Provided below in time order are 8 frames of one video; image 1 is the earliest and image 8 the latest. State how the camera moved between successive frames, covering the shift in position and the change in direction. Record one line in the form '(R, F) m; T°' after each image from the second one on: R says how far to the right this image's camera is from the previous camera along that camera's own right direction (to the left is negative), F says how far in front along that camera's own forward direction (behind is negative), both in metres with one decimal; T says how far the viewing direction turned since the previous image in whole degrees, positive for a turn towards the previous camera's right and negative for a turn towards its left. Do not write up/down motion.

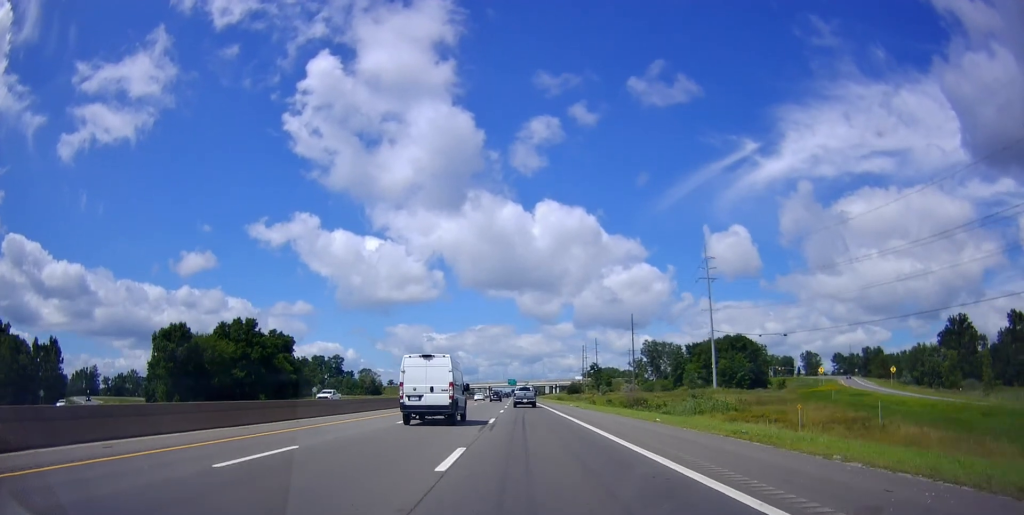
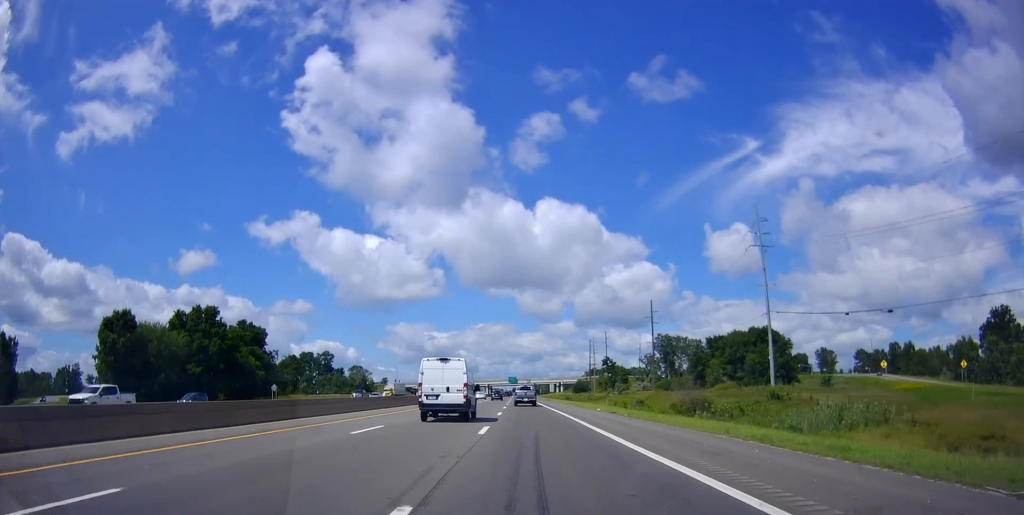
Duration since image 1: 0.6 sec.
(+0.2, +22.1) m; 0°
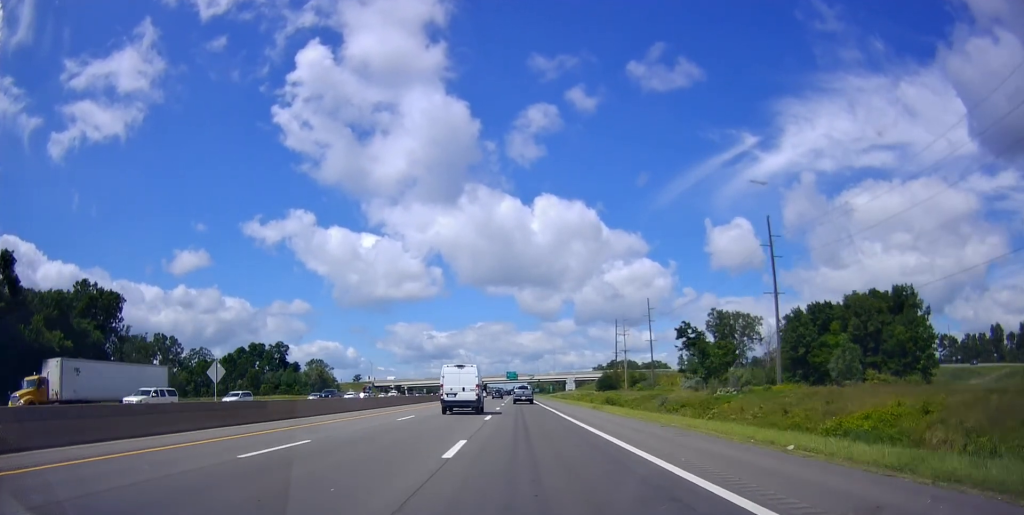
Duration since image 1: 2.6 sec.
(-1.0, +67.4) m; -1°
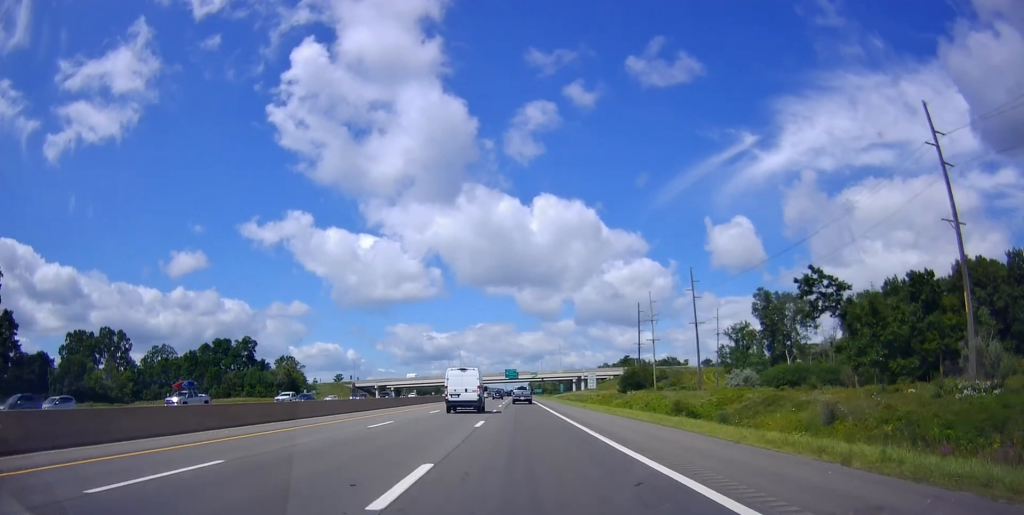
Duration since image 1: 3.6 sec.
(+0.1, +35.2) m; 0°
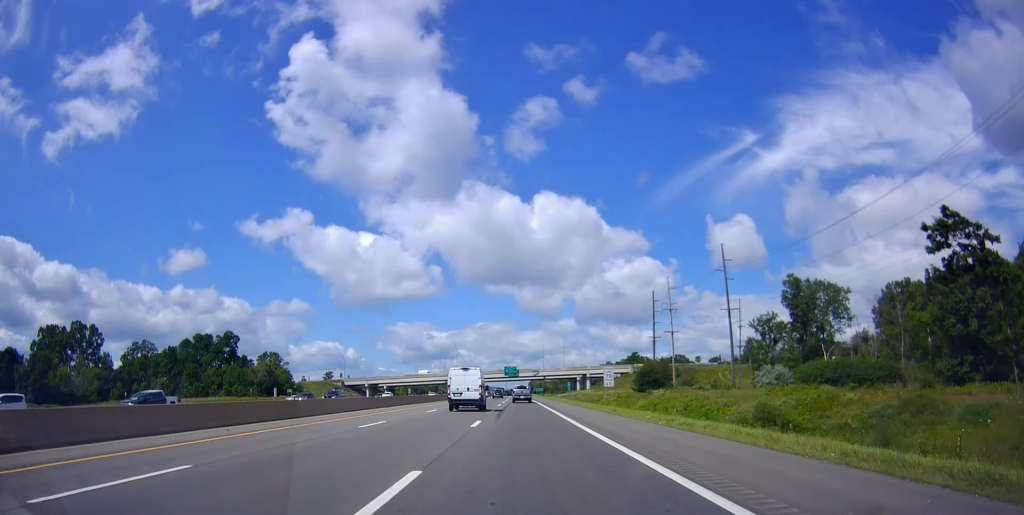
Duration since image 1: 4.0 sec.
(0.0, +16.5) m; 0°
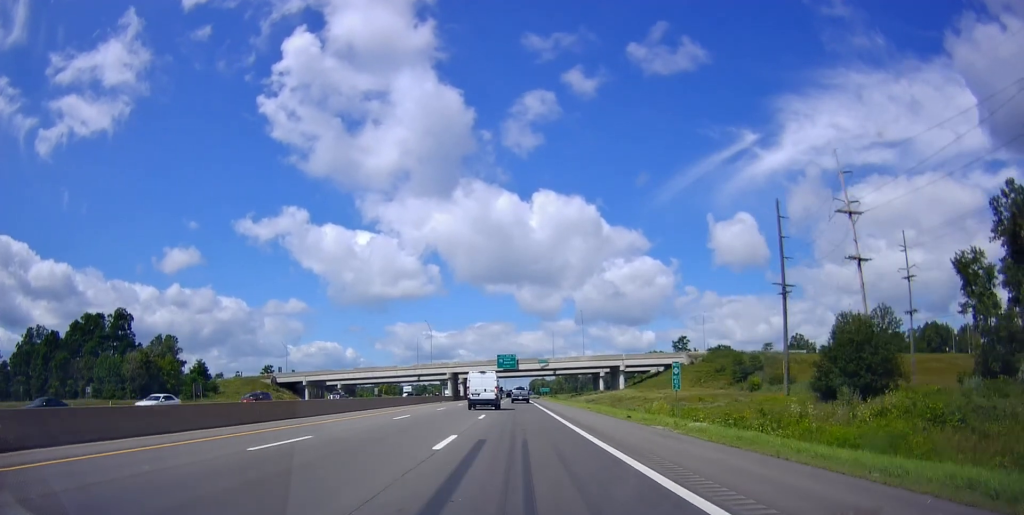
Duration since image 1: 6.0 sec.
(-0.5, +69.7) m; -1°
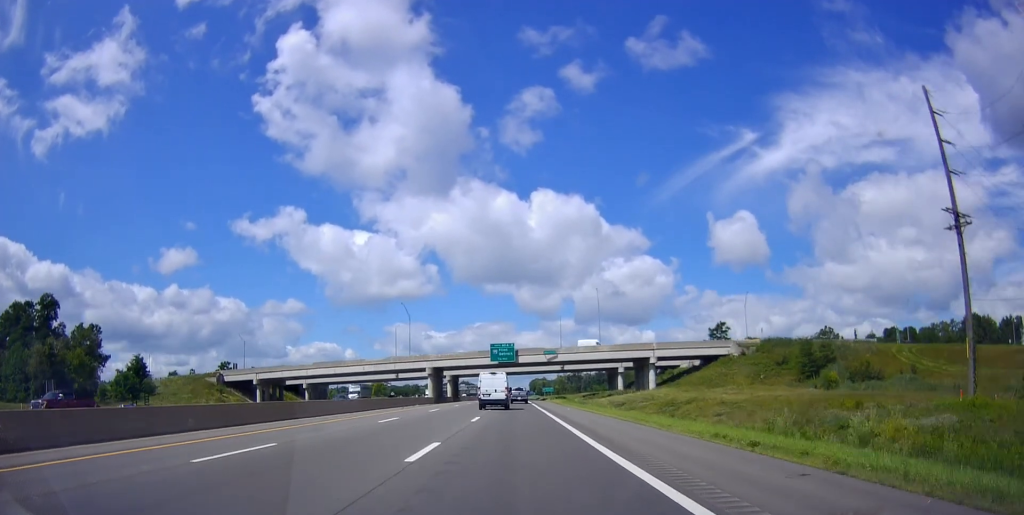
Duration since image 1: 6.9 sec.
(0.0, +32.9) m; 0°
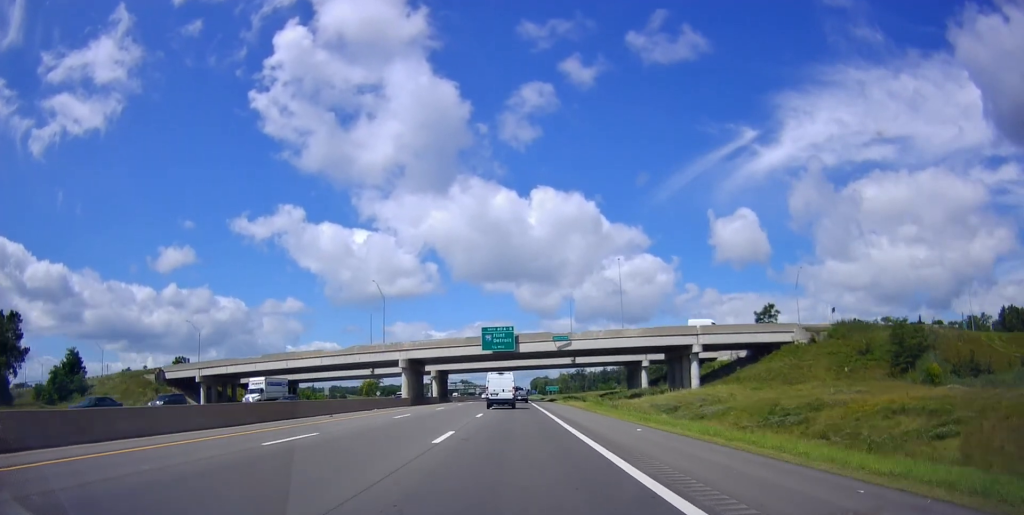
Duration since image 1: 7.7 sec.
(+0.2, +27.0) m; 0°
